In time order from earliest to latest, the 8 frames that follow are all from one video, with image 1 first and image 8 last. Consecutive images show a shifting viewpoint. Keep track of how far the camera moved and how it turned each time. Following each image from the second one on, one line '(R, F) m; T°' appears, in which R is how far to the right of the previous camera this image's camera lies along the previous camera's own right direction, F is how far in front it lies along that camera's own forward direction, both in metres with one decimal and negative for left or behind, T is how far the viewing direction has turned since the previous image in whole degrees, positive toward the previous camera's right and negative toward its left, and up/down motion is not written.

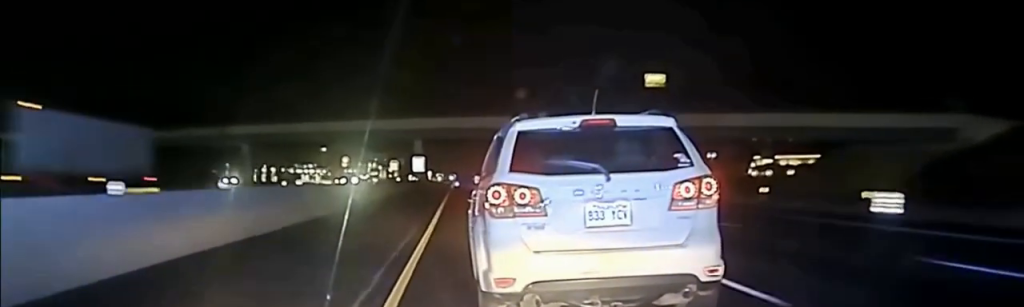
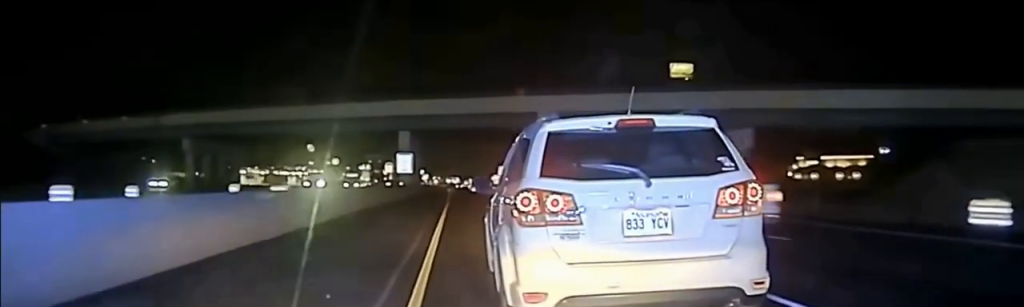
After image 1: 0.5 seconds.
(+0.2, +30.8) m; 0°
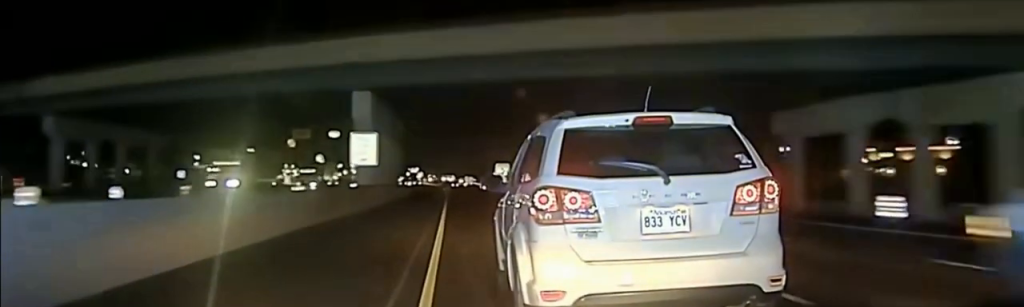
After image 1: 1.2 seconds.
(+0.1, +35.5) m; 0°
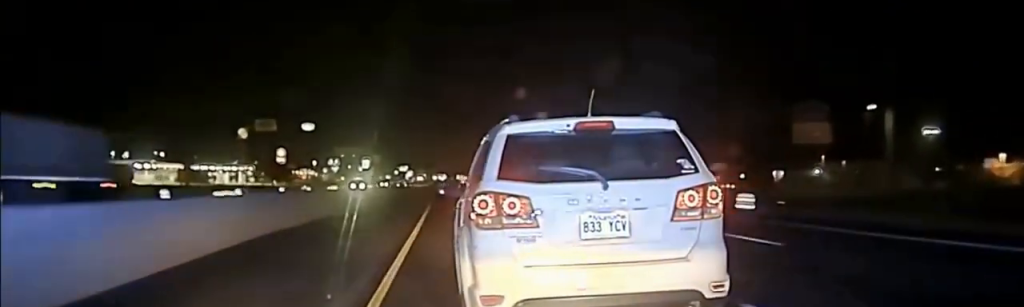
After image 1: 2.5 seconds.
(-0.1, +63.4) m; 0°
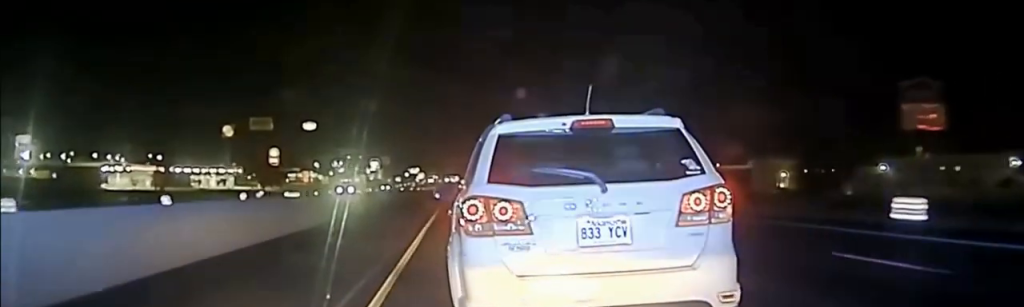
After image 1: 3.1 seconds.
(0.0, +25.2) m; 0°
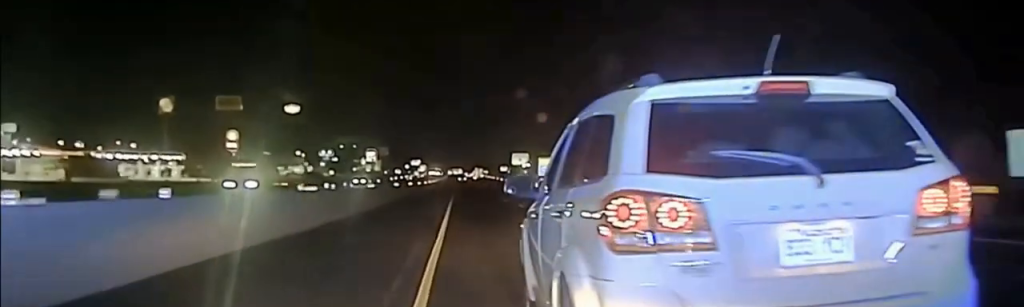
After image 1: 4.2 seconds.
(-0.1, +49.1) m; 0°
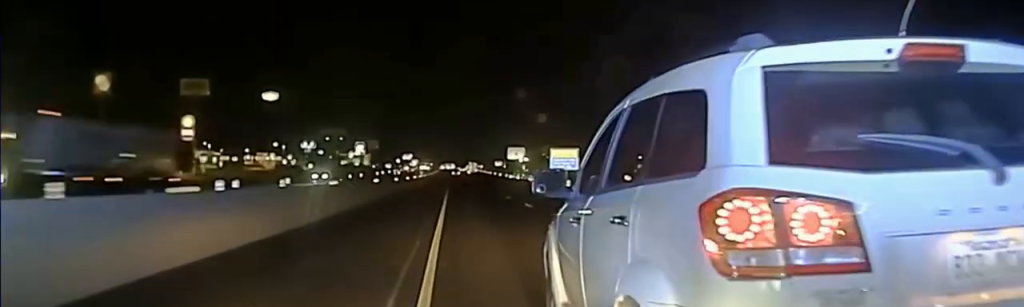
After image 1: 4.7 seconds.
(0.0, +26.3) m; 0°
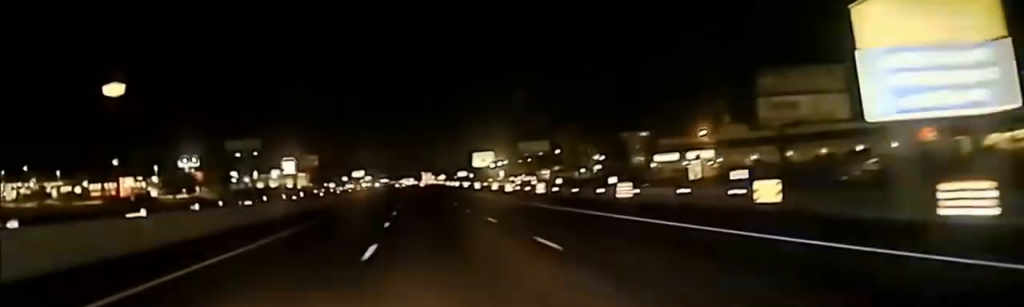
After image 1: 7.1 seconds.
(+5.3, +123.2) m; +3°
